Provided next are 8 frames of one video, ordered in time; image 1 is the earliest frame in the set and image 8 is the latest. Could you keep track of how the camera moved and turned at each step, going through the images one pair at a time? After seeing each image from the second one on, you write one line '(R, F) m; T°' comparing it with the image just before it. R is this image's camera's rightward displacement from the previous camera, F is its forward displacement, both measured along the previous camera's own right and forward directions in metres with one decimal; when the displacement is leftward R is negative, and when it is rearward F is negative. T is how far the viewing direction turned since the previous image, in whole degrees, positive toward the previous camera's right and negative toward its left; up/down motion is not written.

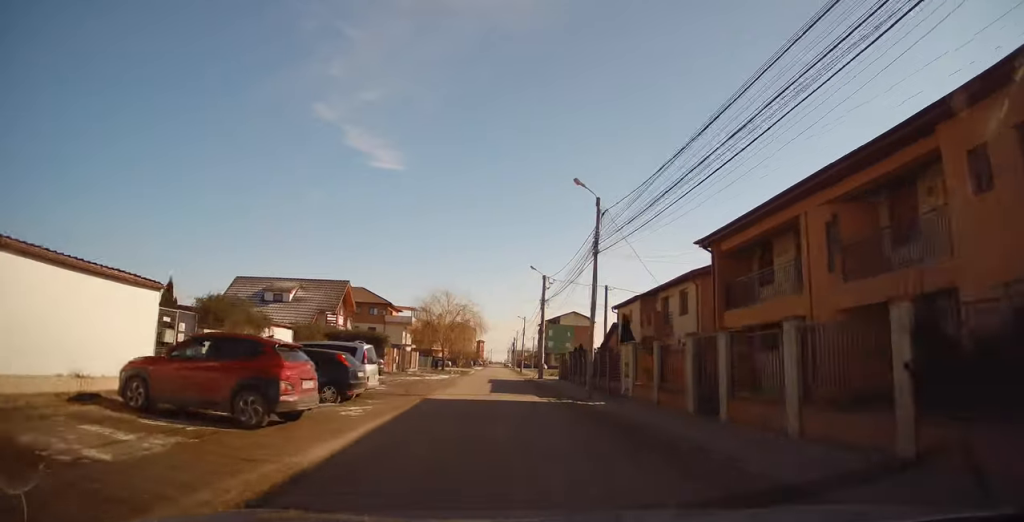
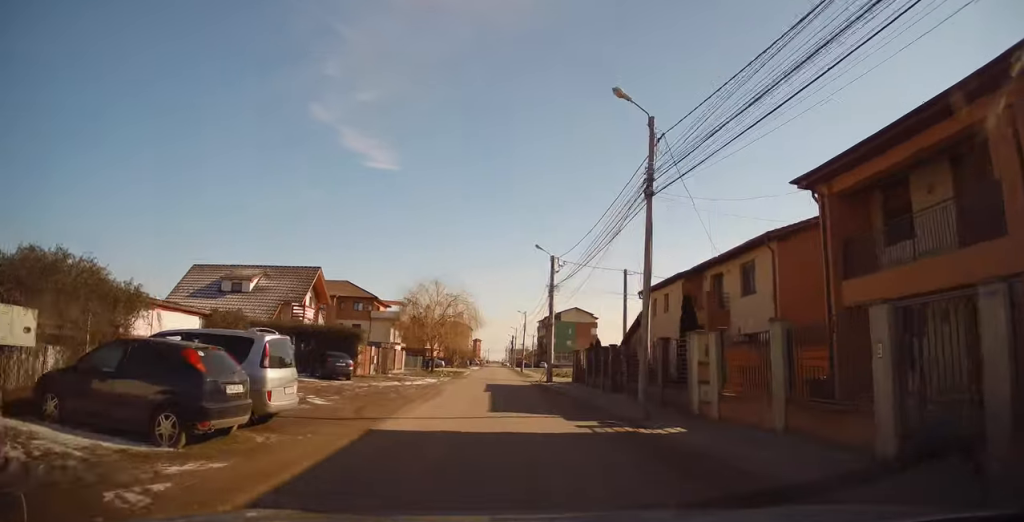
(0.0, +7.7) m; 0°
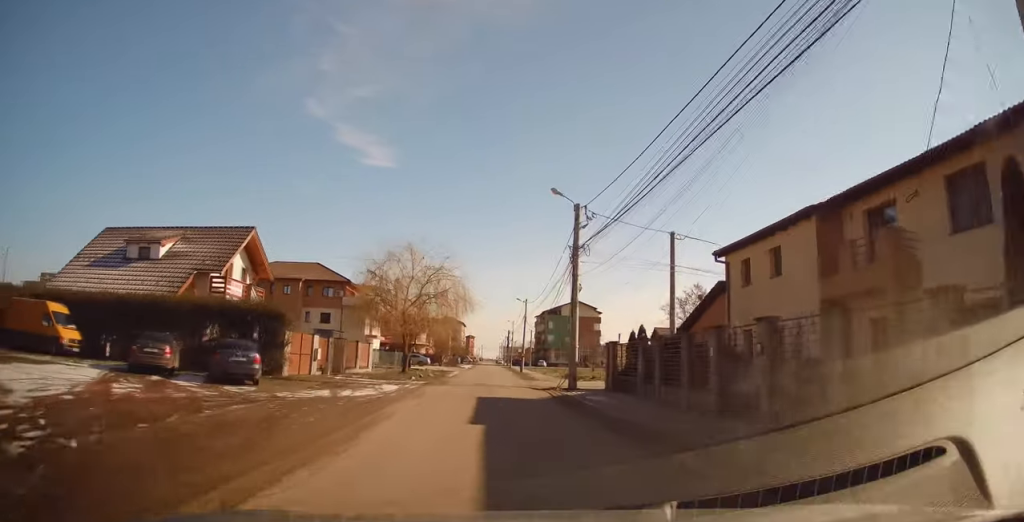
(0.0, +10.9) m; 0°
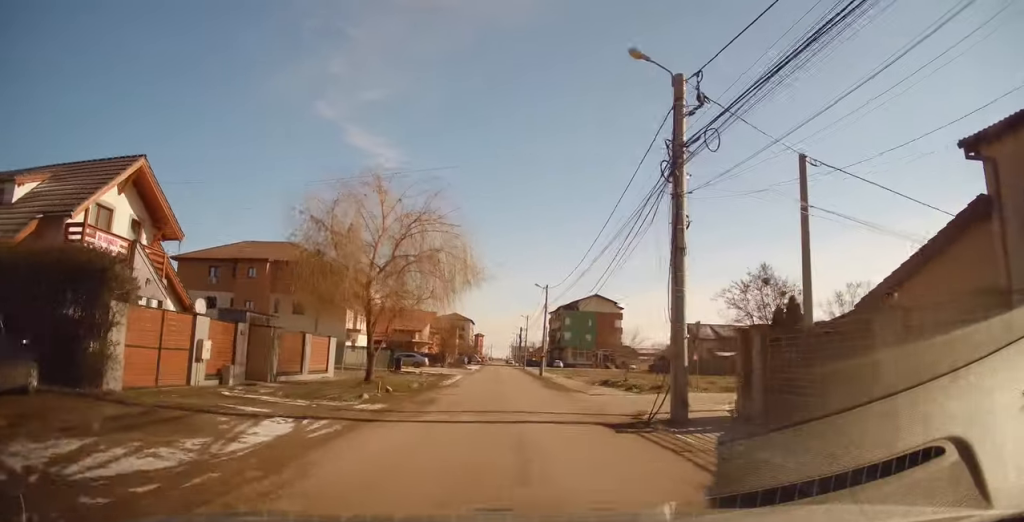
(+0.1, +11.4) m; -1°
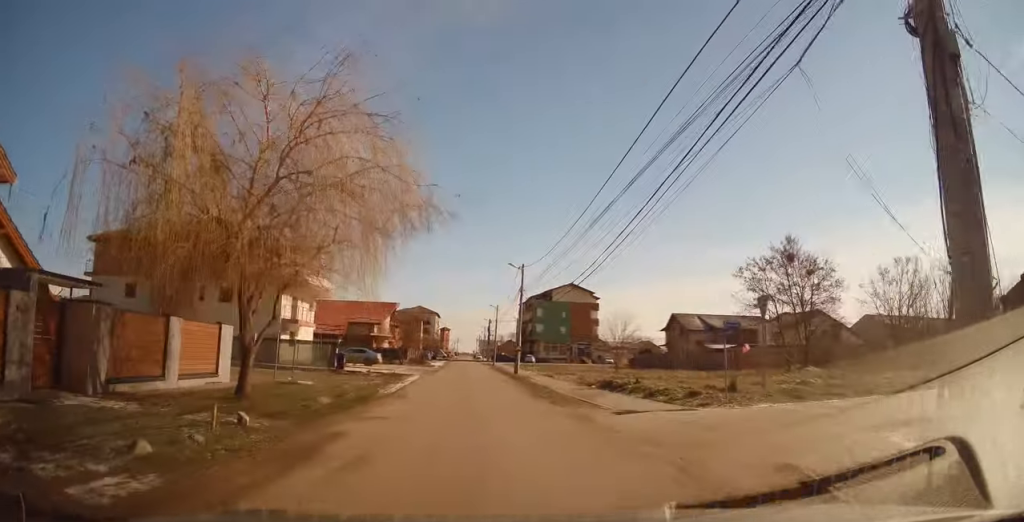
(-0.2, +9.3) m; +3°
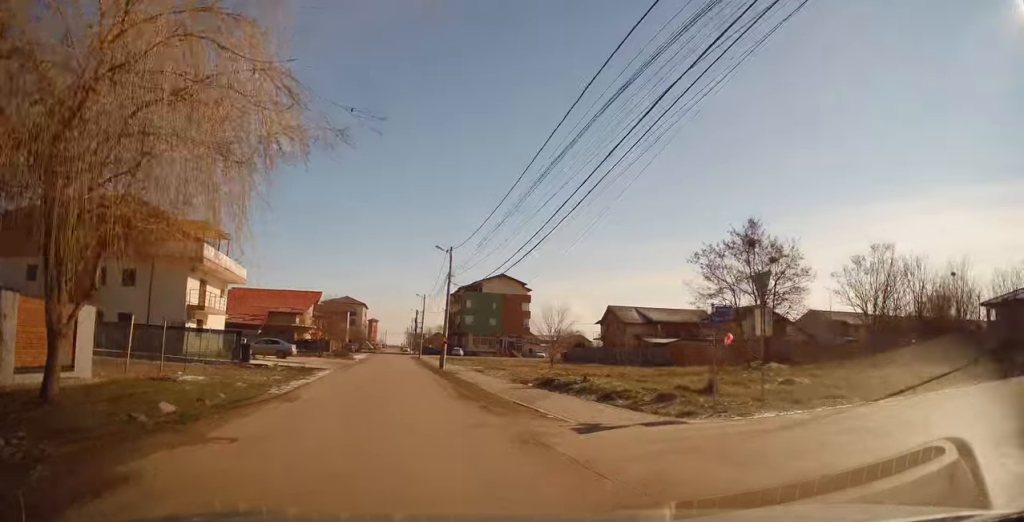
(+0.5, +4.8) m; +10°
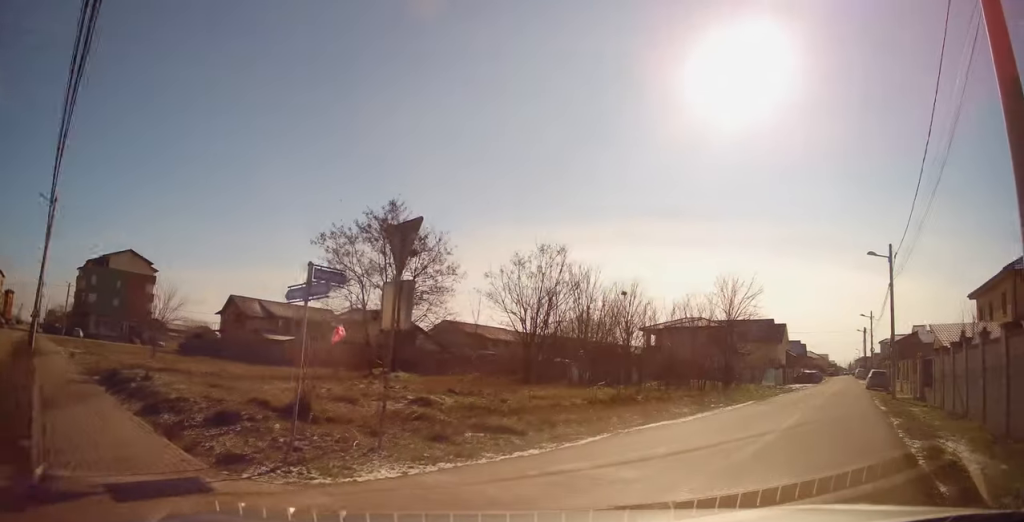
(+1.2, +7.0) m; +37°
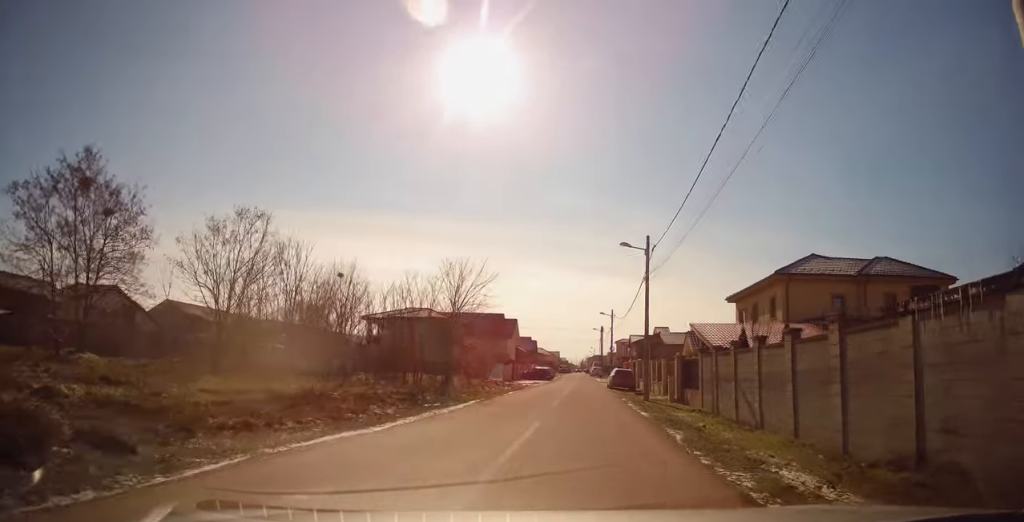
(+1.8, +3.9) m; +31°
